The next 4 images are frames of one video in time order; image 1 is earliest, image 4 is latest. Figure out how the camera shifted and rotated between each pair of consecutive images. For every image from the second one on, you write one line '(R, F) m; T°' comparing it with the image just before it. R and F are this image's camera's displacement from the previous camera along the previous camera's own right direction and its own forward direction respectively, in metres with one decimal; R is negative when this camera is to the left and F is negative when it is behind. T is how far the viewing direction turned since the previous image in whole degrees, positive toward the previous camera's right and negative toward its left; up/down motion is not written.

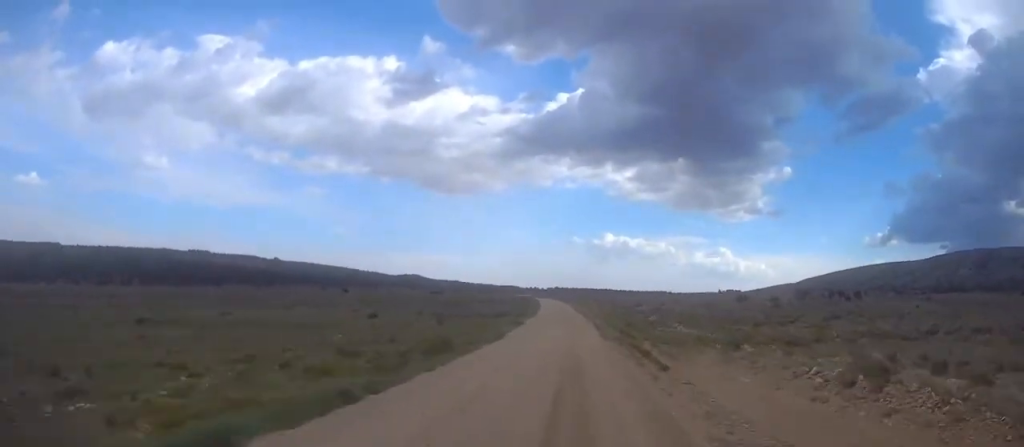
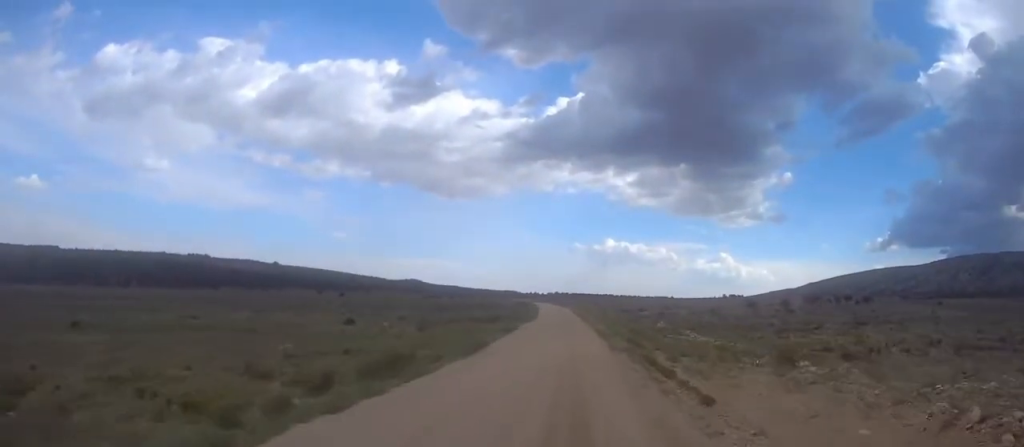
(-0.2, +7.2) m; +1°
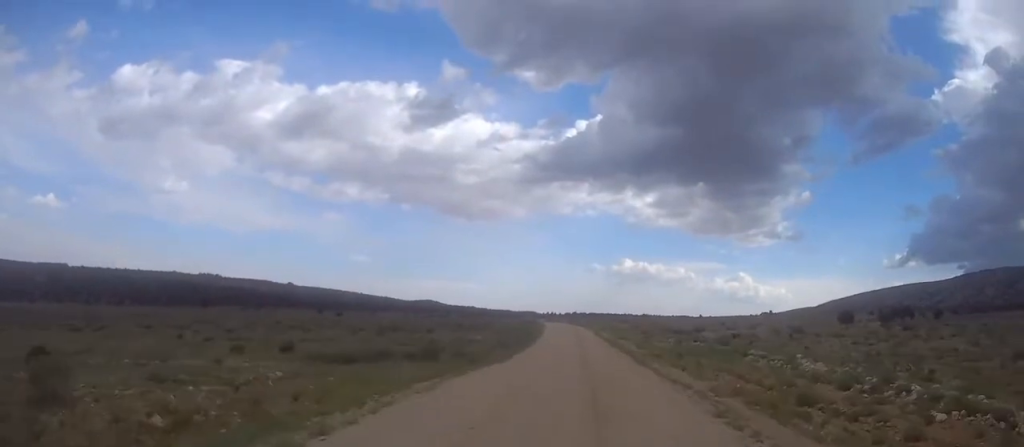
(-0.2, +42.5) m; -2°
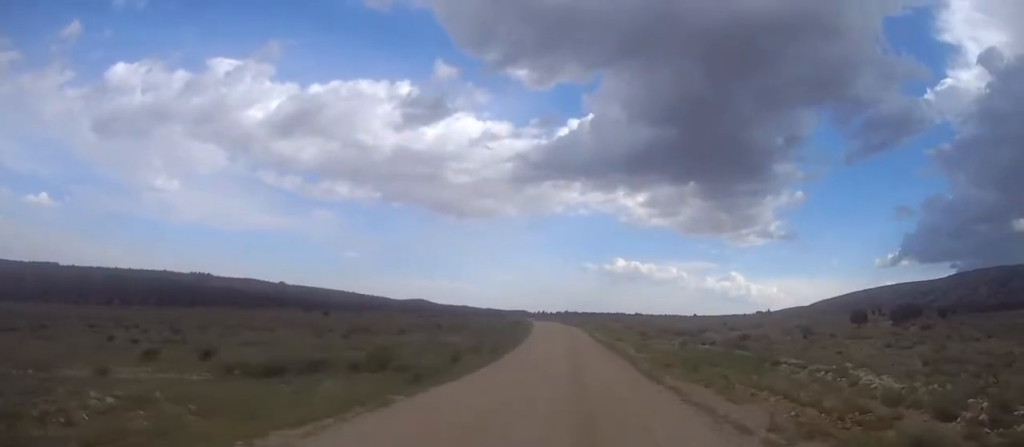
(0.0, +8.2) m; 0°
